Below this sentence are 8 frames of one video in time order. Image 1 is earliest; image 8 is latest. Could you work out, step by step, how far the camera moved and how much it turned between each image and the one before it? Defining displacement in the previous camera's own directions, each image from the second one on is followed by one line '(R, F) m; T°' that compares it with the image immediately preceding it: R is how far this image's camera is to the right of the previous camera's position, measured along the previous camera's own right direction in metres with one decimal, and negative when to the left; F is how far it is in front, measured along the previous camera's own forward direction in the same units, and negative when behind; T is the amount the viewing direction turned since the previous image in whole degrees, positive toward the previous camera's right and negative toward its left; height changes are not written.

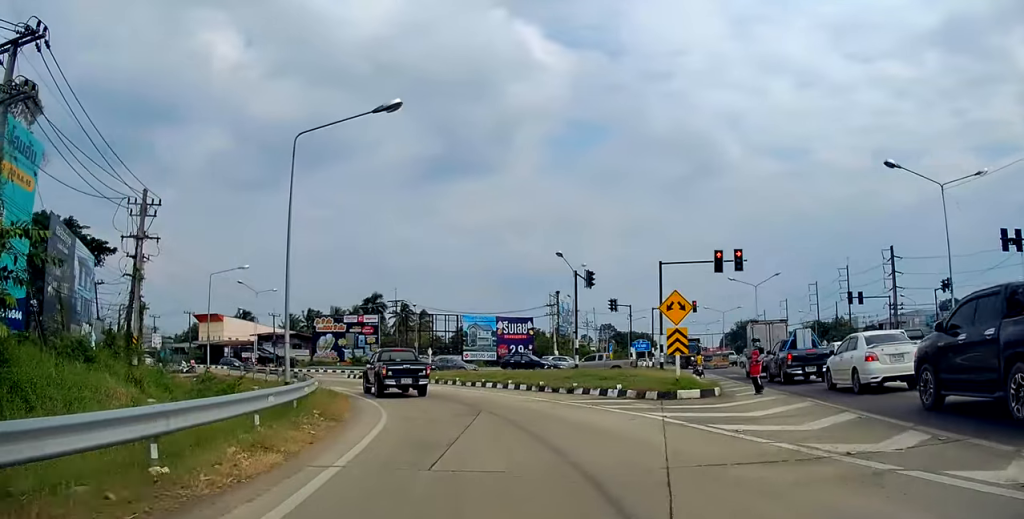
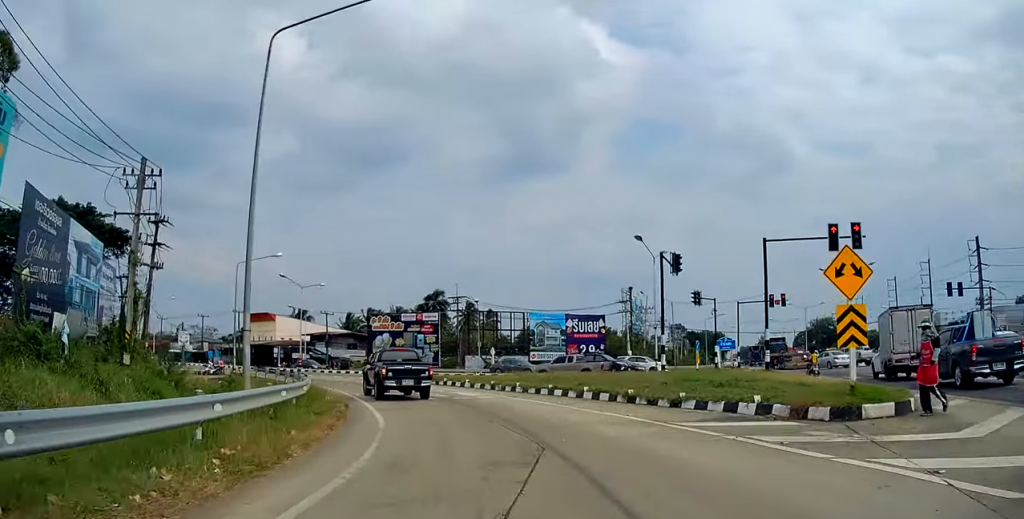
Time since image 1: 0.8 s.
(-0.4, +7.5) m; -3°
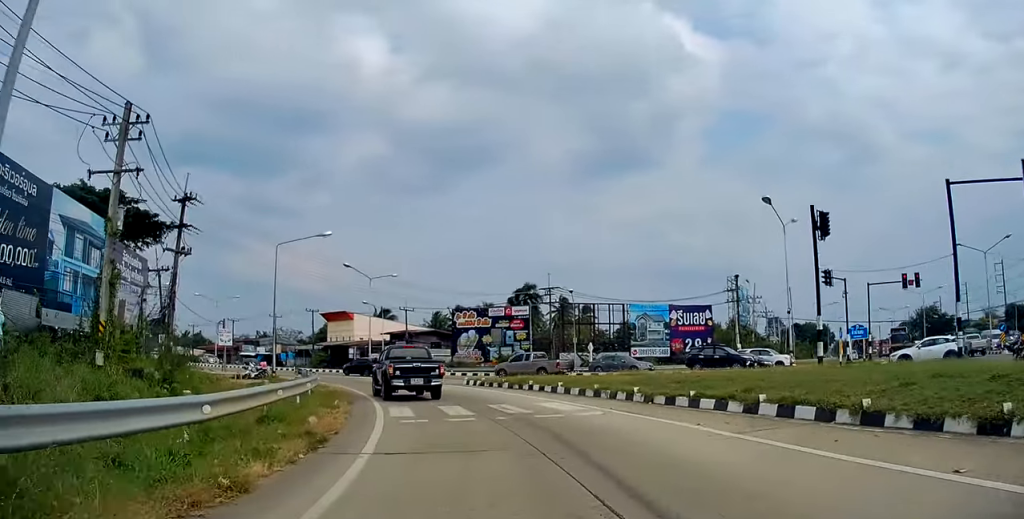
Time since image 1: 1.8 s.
(-0.1, +9.0) m; -3°
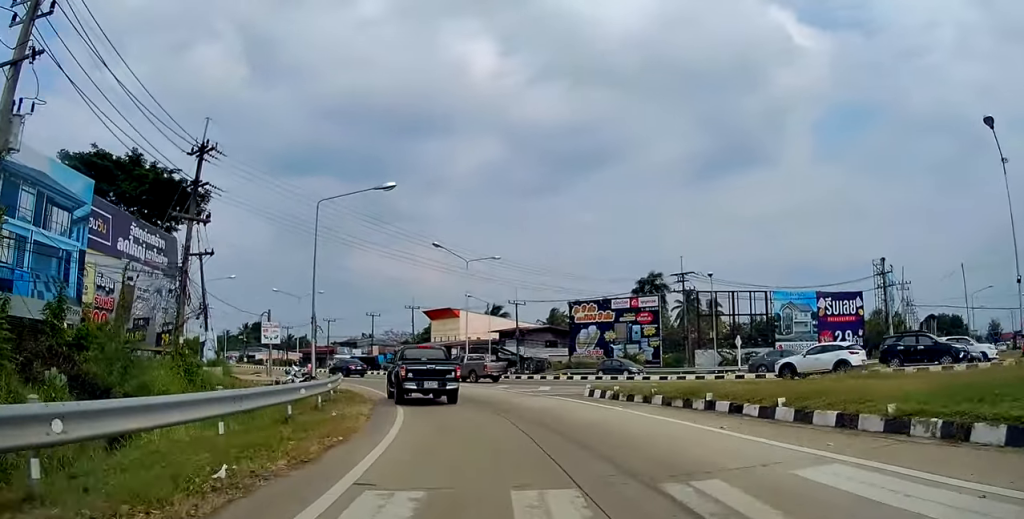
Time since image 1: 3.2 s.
(-1.3, +11.2) m; -13°
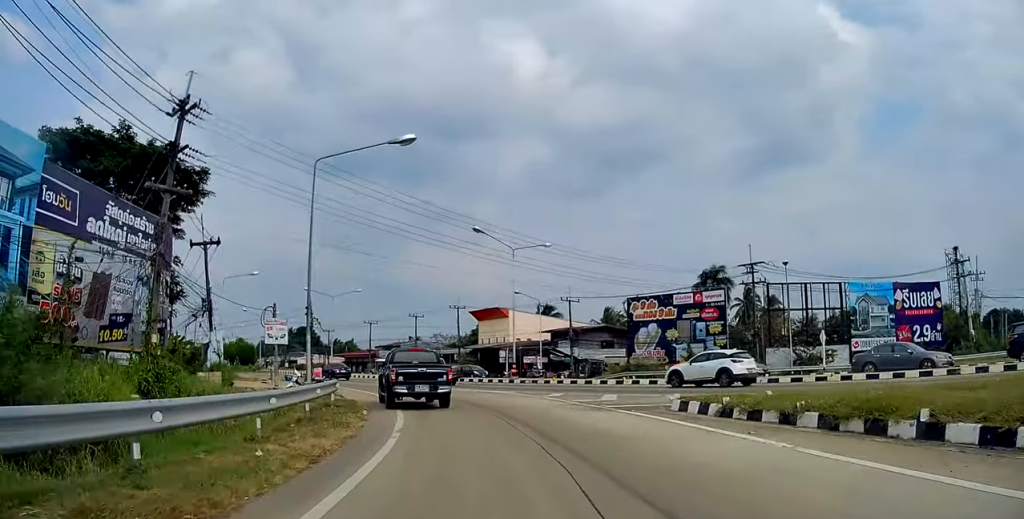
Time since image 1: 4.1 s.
(-0.4, +6.4) m; -6°
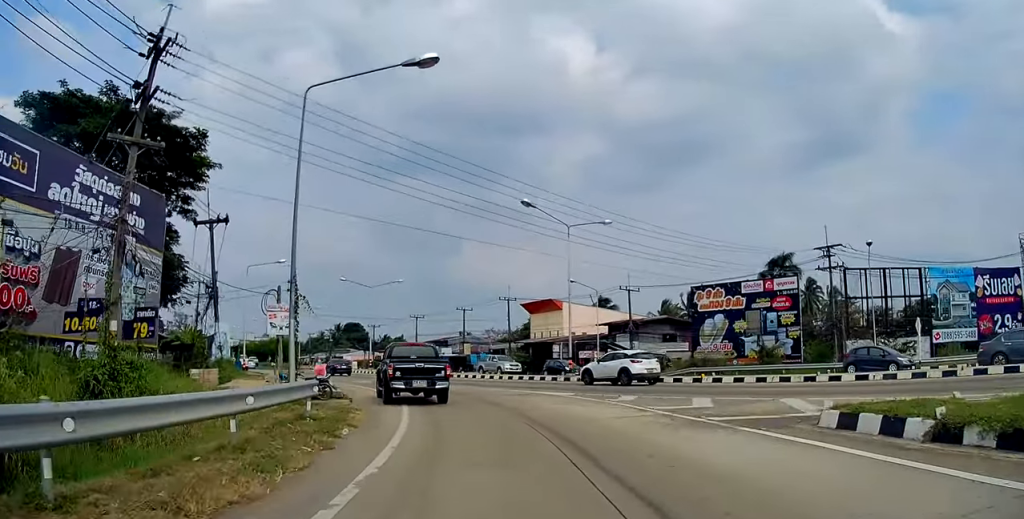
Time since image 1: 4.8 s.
(0.0, +5.9) m; -5°
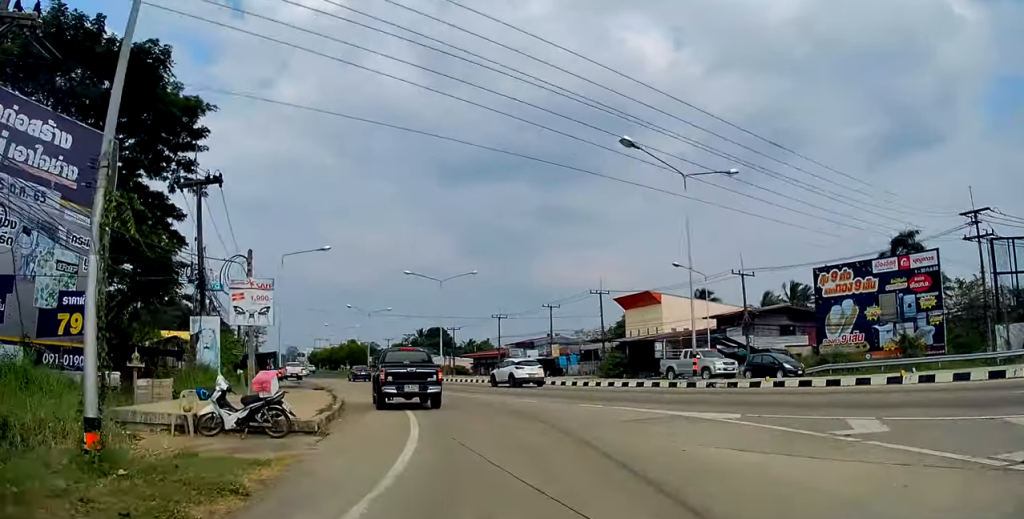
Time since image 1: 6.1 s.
(-1.2, +10.5) m; -10°
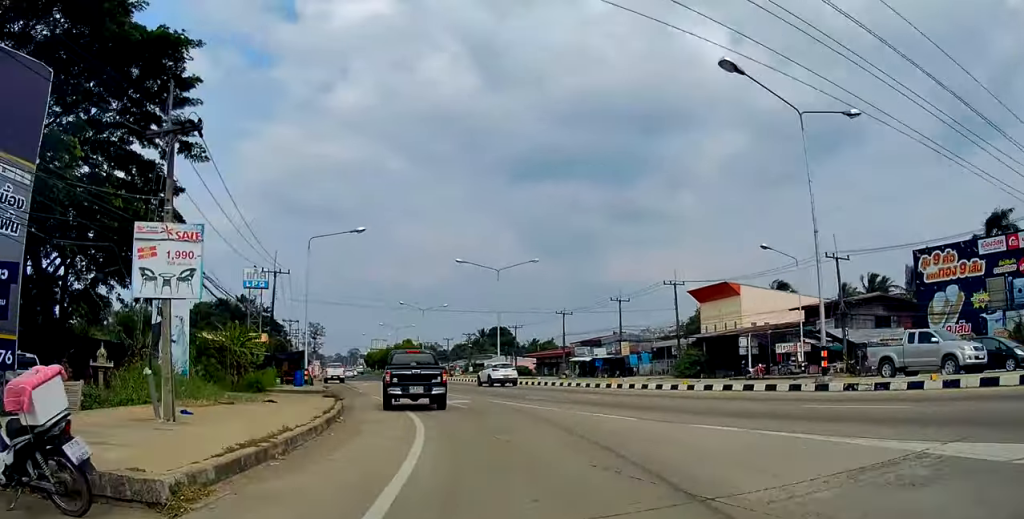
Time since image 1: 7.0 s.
(-0.4, +7.5) m; -6°
